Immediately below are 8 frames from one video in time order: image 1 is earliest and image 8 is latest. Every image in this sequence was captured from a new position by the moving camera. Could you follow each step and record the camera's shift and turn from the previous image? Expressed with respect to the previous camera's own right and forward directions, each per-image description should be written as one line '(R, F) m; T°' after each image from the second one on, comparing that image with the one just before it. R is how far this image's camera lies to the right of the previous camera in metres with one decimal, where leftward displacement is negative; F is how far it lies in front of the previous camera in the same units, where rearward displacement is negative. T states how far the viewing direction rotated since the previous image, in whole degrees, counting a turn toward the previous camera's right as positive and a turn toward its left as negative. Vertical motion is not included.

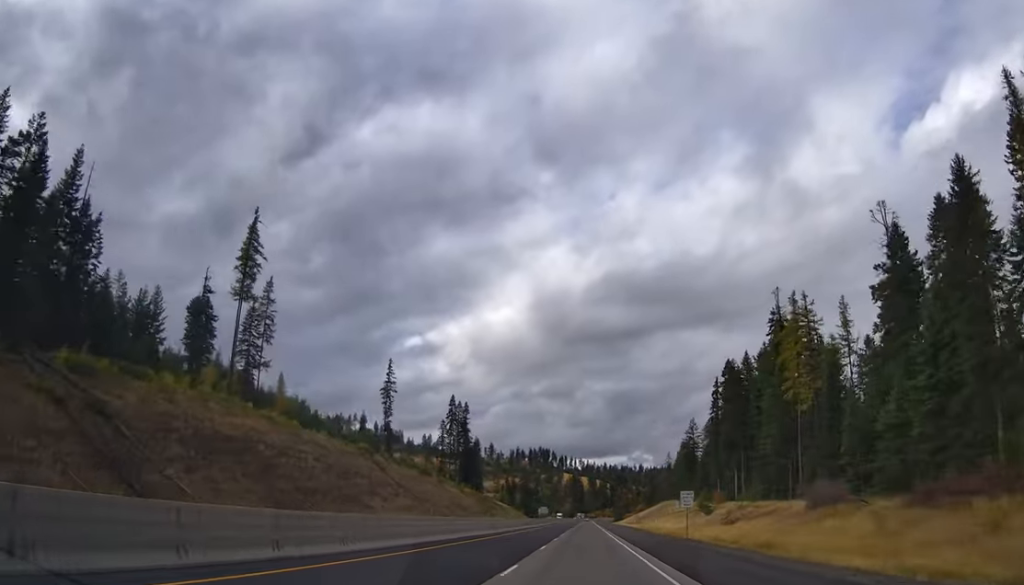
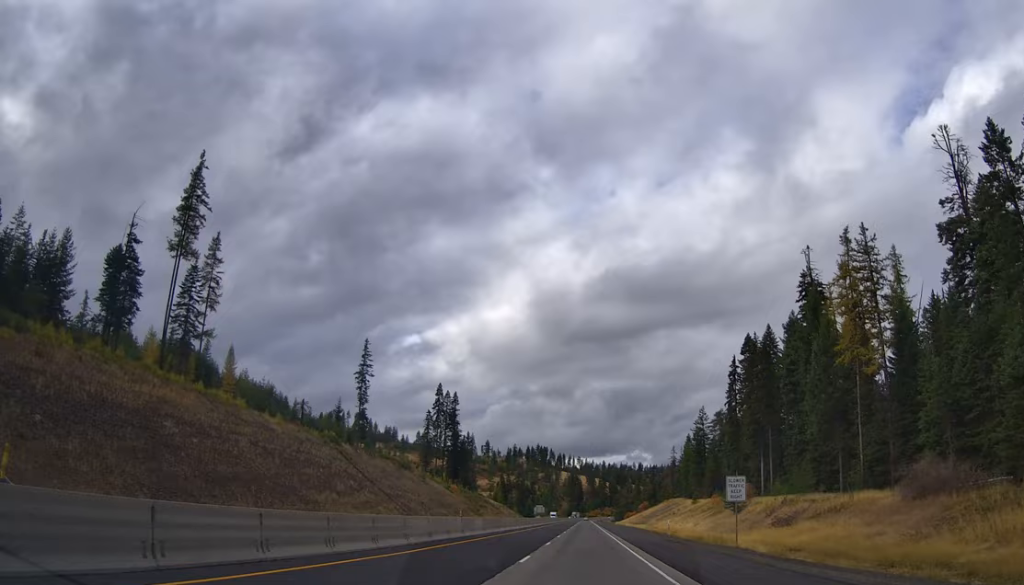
(-0.2, +19.9) m; 0°
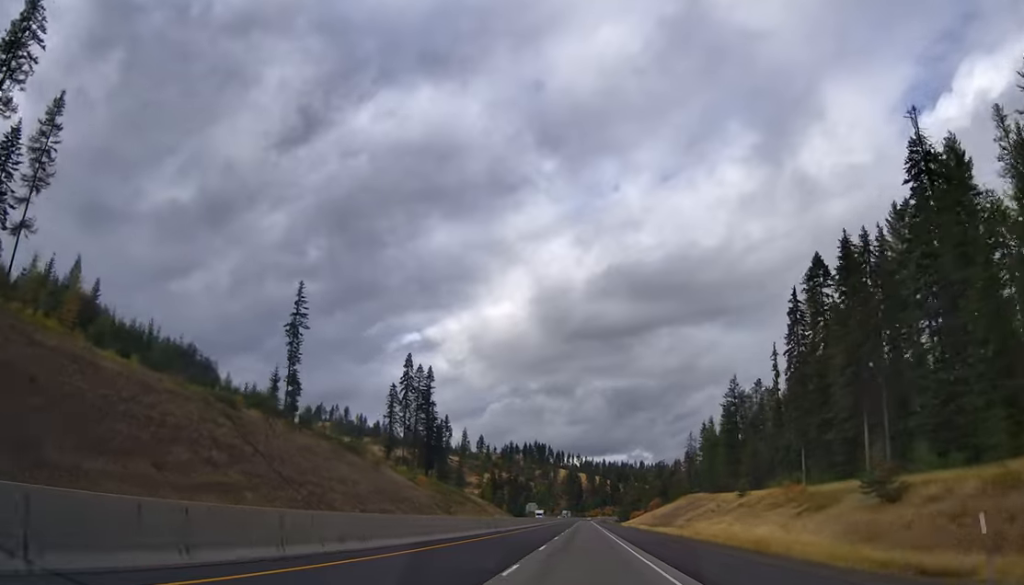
(+0.2, +41.0) m; +2°
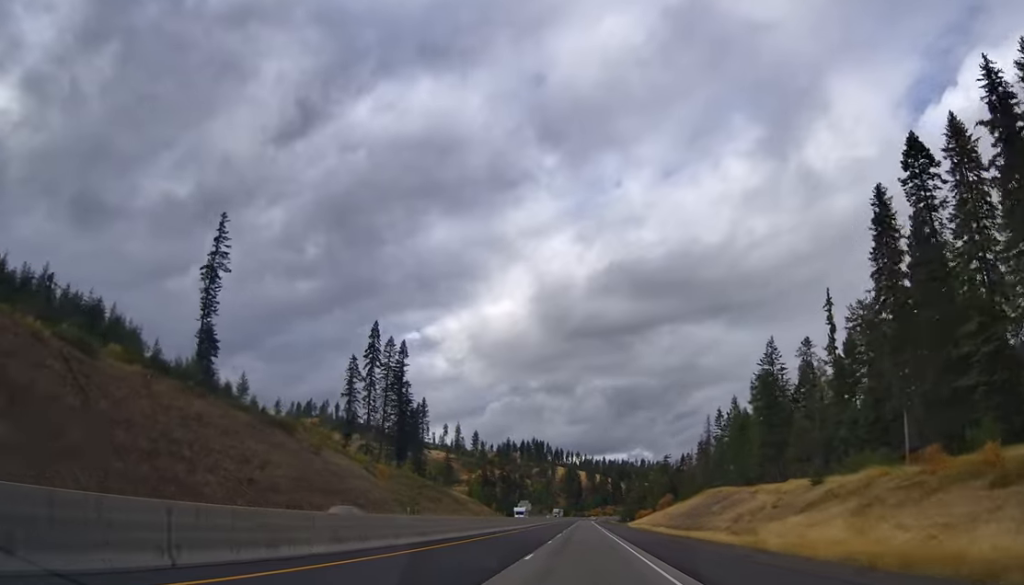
(+0.5, +31.0) m; 0°
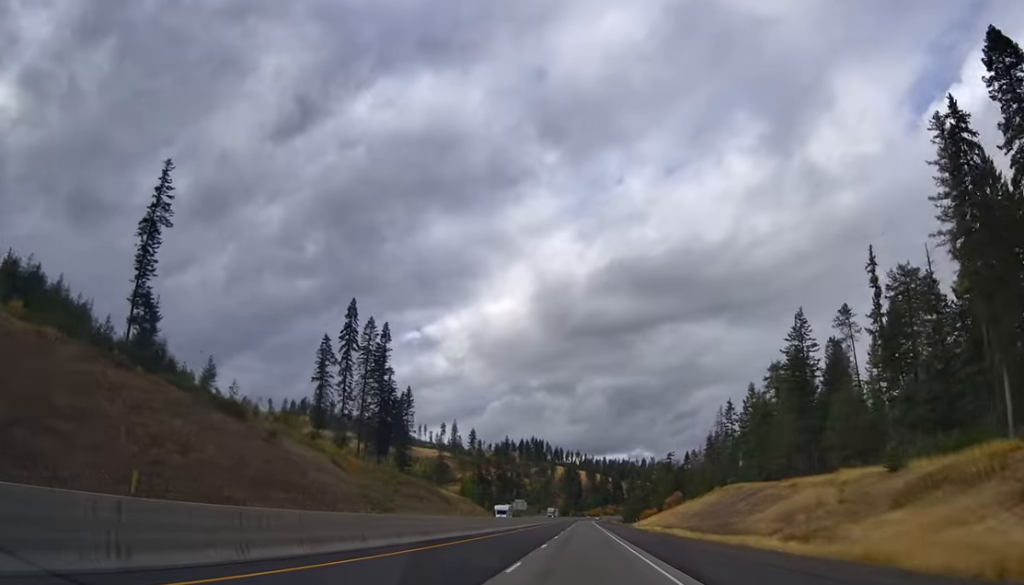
(+0.5, +16.6) m; -1°
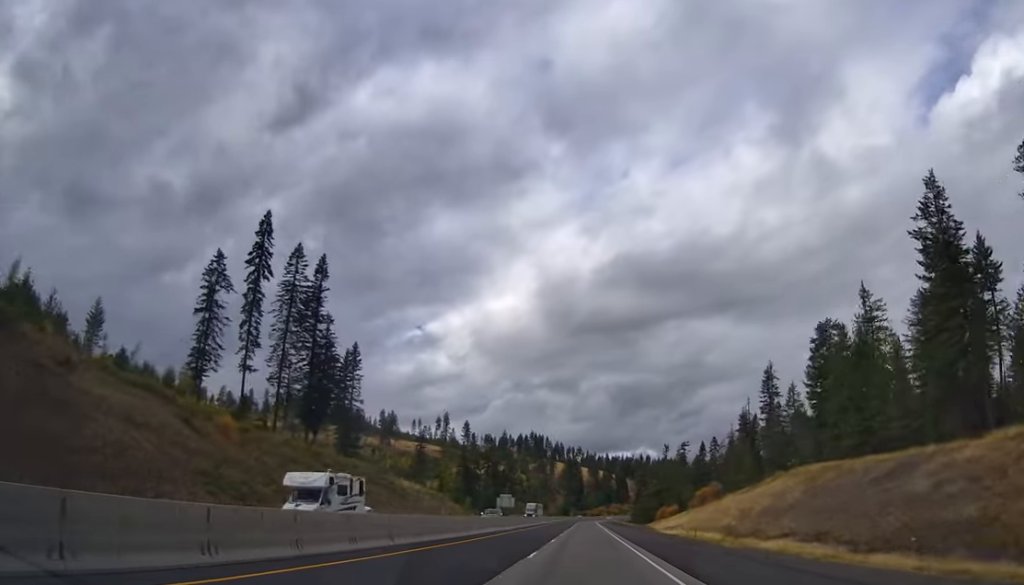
(-1.2, +43.4) m; 0°
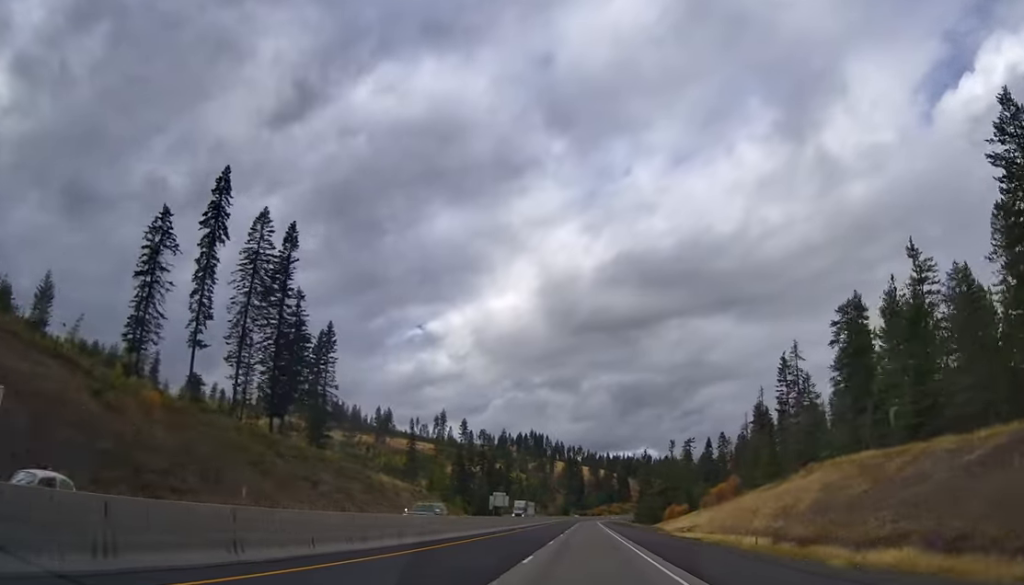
(+0.1, +14.5) m; +1°
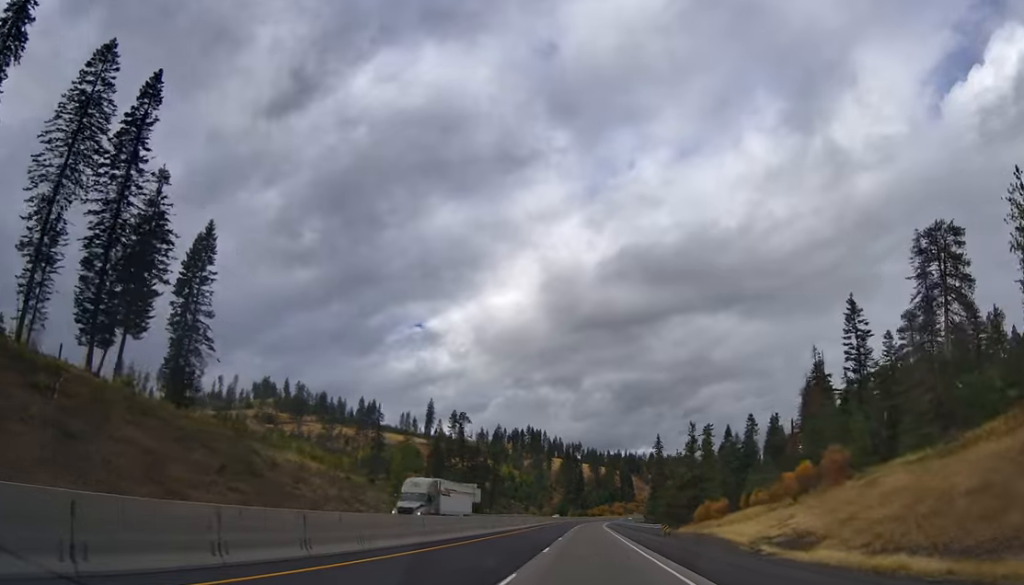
(+0.8, +43.2) m; 0°
